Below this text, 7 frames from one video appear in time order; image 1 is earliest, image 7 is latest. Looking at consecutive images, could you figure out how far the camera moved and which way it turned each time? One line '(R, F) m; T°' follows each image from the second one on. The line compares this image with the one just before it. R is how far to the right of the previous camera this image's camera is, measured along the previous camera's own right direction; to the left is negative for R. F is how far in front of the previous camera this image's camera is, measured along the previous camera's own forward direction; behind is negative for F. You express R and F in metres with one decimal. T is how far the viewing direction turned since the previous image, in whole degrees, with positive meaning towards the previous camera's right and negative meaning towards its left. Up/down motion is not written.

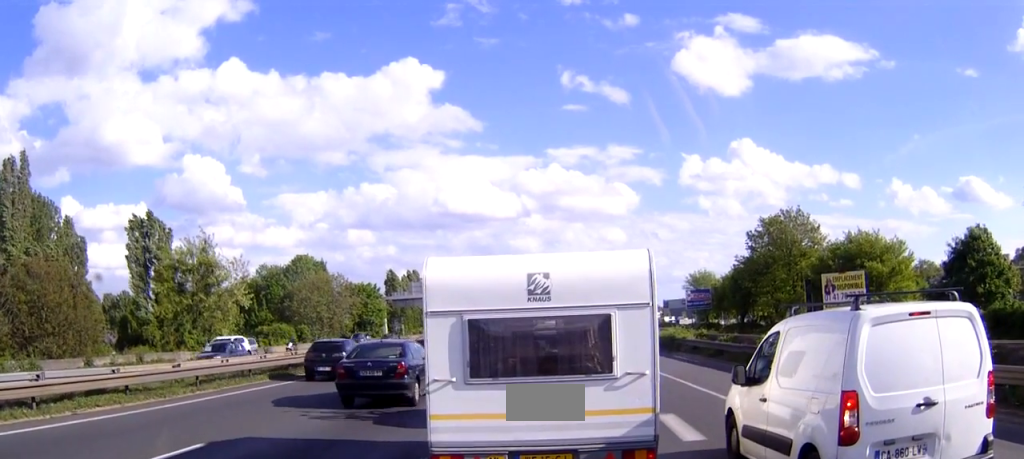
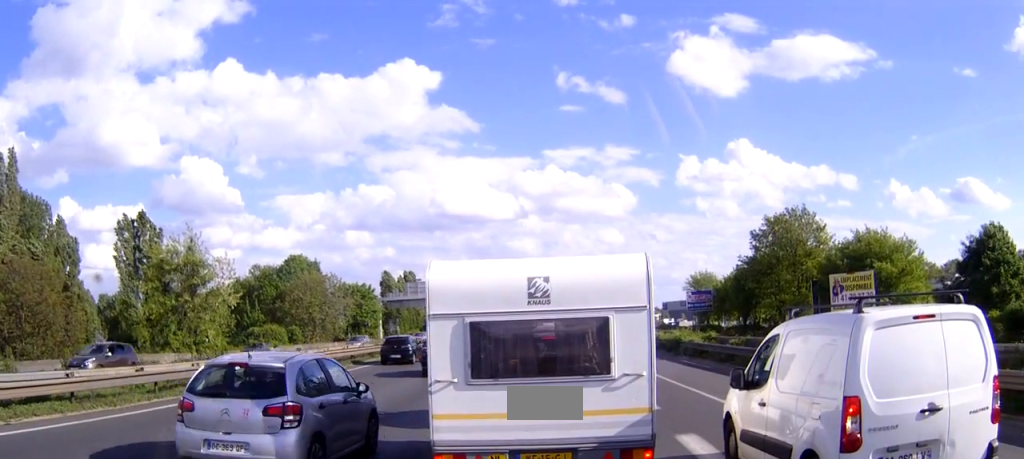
(0.0, +2.8) m; +3°
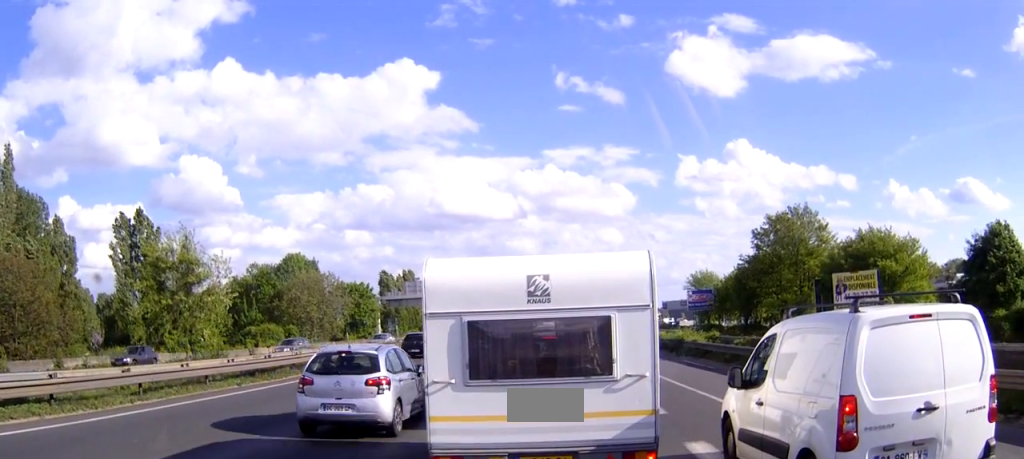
(0.0, +1.0) m; +1°
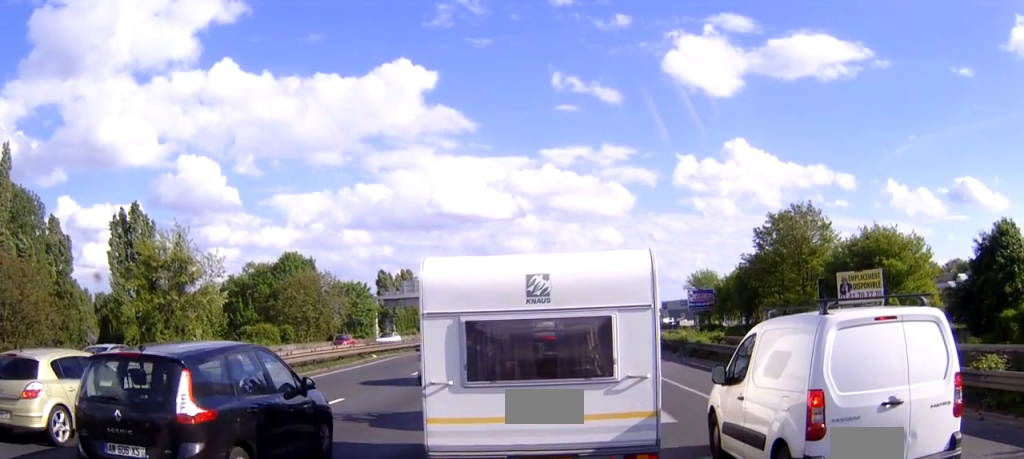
(0.0, +1.7) m; 0°
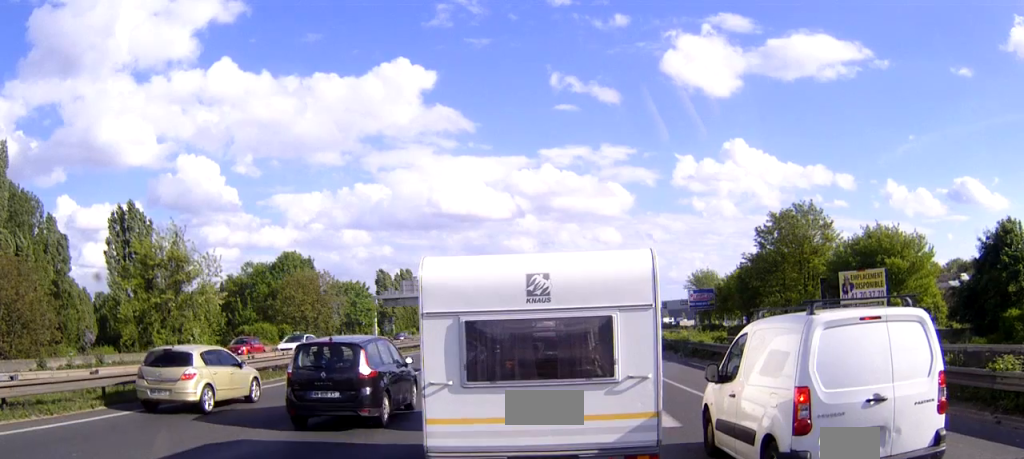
(0.0, +0.7) m; 0°
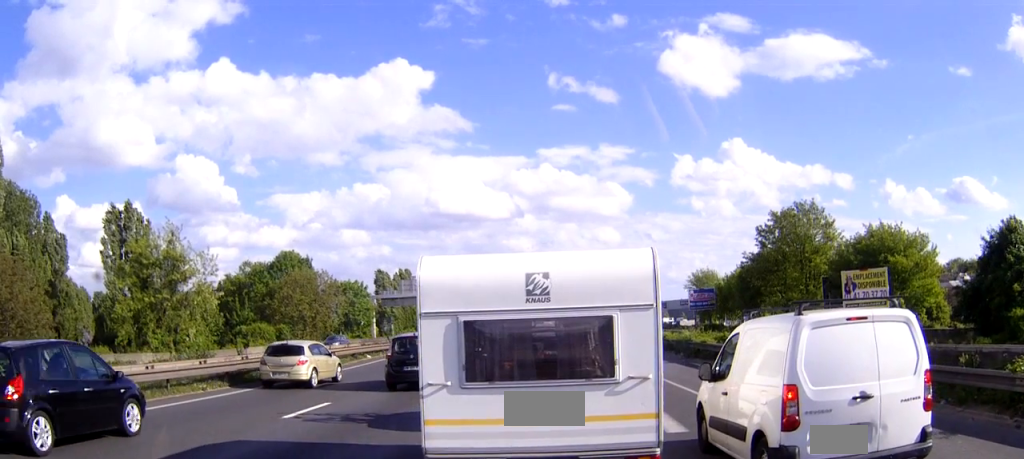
(0.0, +0.6) m; 0°
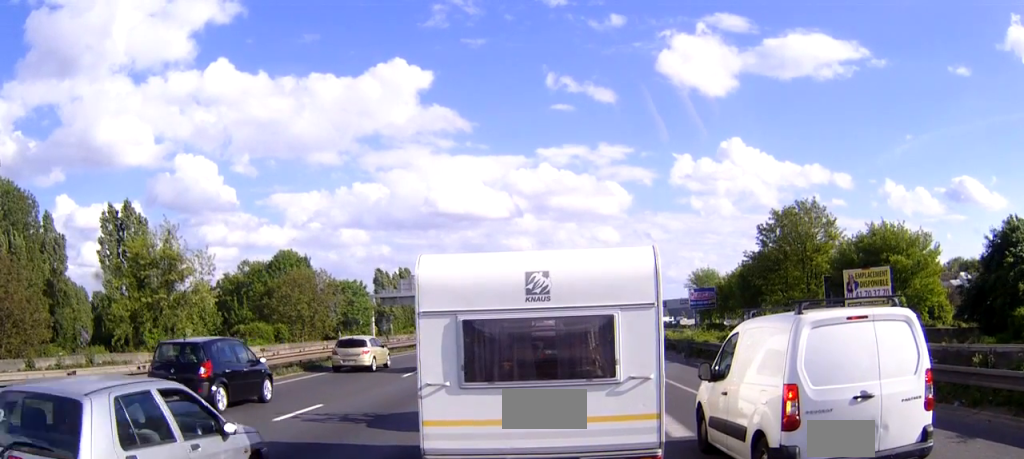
(0.0, +0.3) m; 0°
